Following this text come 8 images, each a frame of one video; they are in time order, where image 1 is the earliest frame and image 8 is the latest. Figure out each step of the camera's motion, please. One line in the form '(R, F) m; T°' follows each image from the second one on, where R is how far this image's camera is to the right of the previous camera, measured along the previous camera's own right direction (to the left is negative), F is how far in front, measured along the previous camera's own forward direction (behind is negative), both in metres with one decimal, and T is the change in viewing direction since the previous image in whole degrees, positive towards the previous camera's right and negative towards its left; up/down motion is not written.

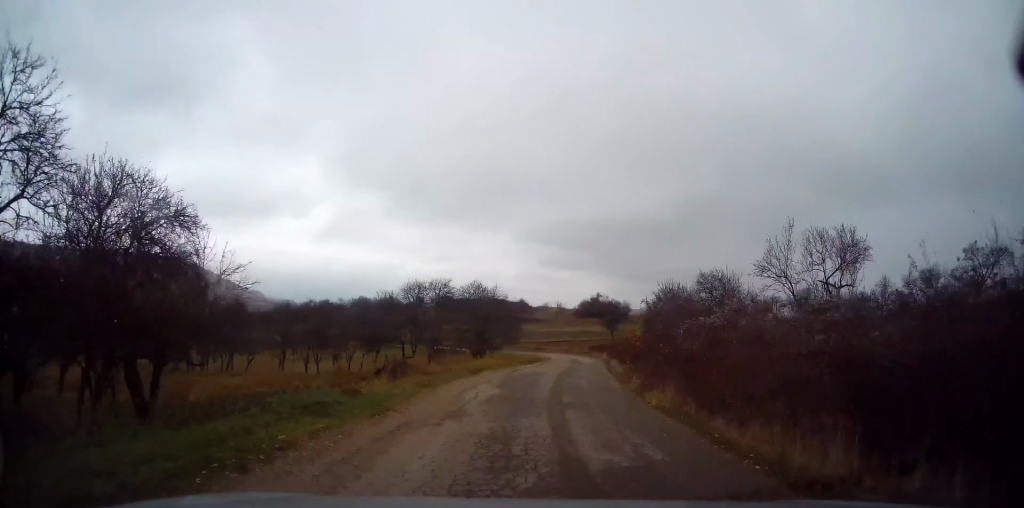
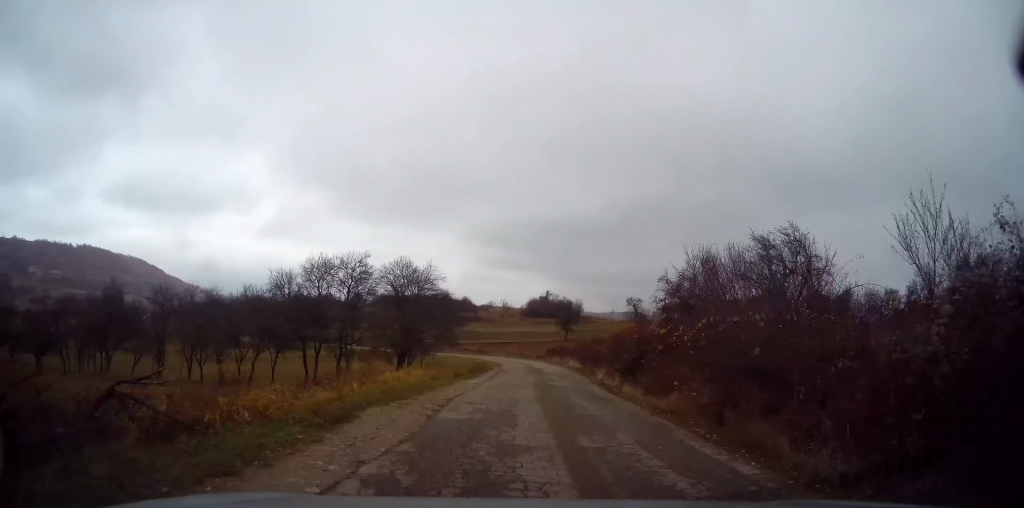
(+0.6, +11.7) m; +5°
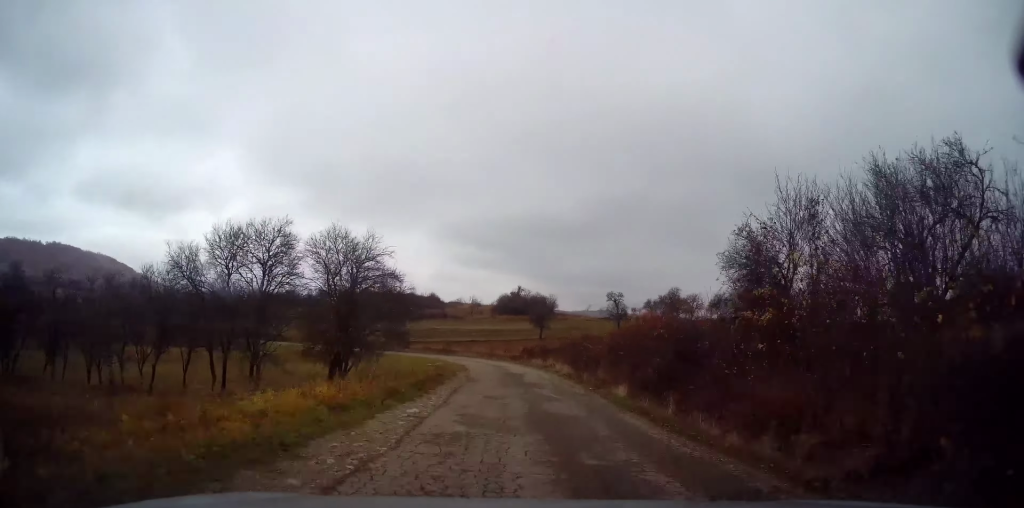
(+0.3, +8.1) m; +3°
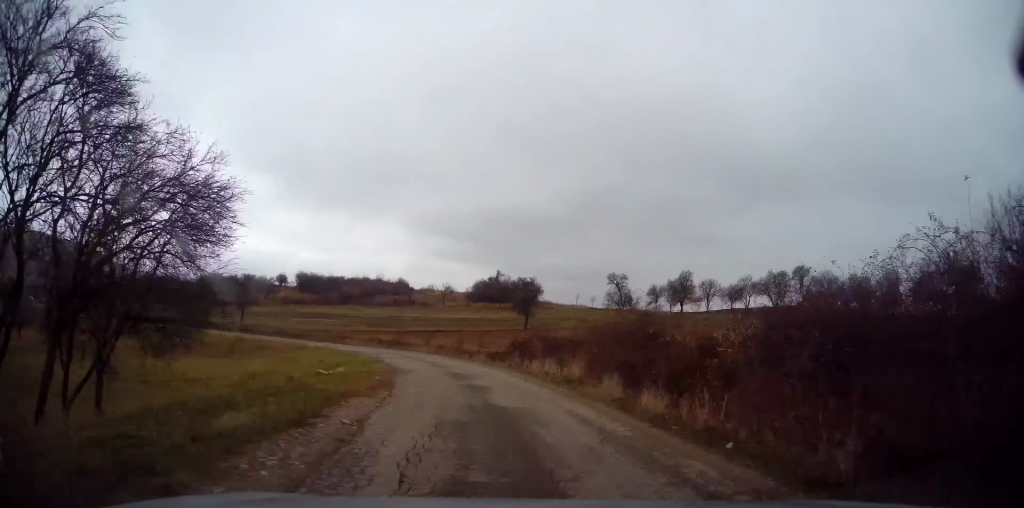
(+0.9, +17.1) m; +2°
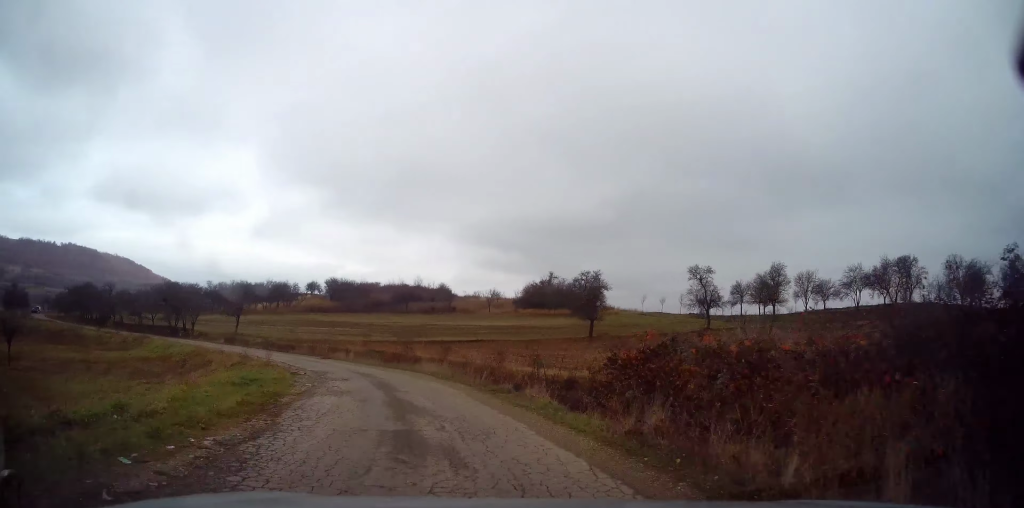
(-0.5, +15.4) m; -8°
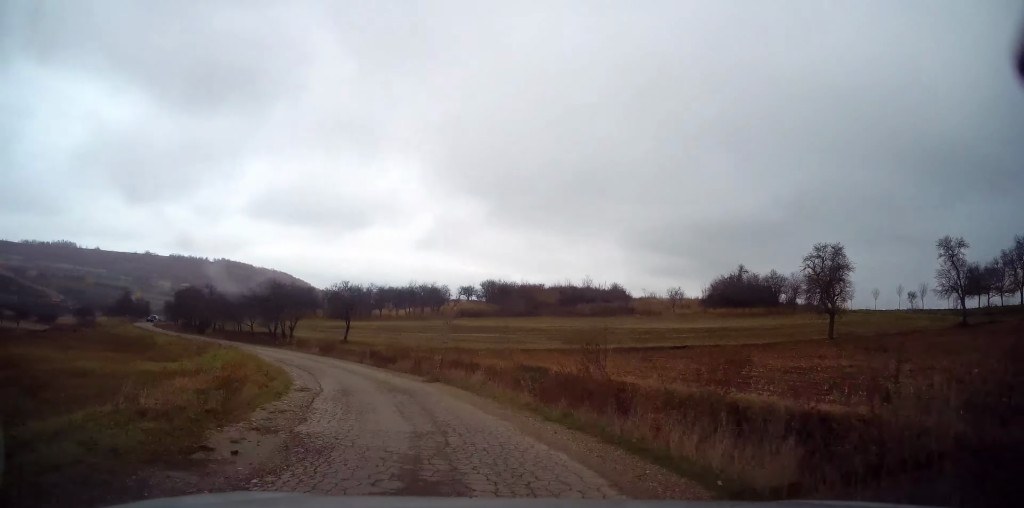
(-2.4, +16.4) m; -17°
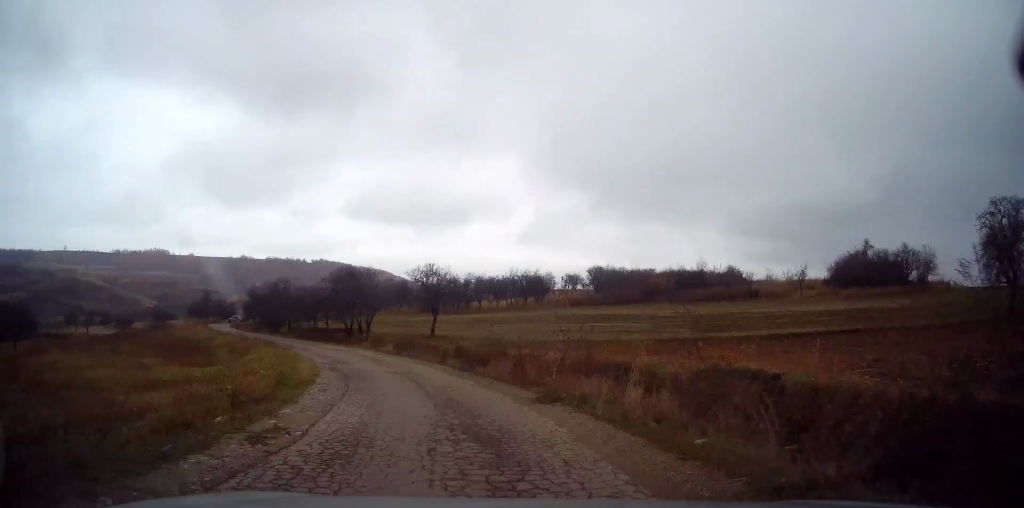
(-0.9, +8.5) m; -9°
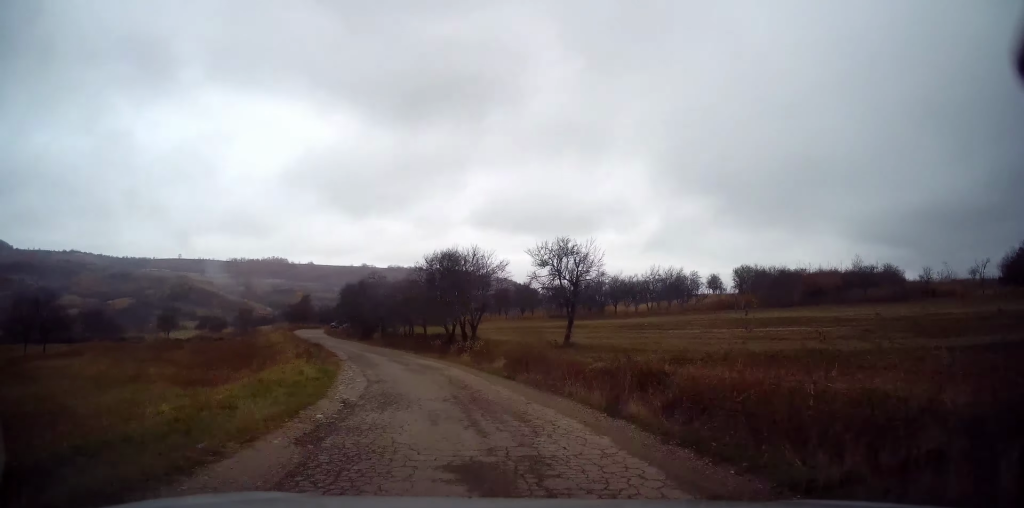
(-1.3, +12.6) m; -13°
